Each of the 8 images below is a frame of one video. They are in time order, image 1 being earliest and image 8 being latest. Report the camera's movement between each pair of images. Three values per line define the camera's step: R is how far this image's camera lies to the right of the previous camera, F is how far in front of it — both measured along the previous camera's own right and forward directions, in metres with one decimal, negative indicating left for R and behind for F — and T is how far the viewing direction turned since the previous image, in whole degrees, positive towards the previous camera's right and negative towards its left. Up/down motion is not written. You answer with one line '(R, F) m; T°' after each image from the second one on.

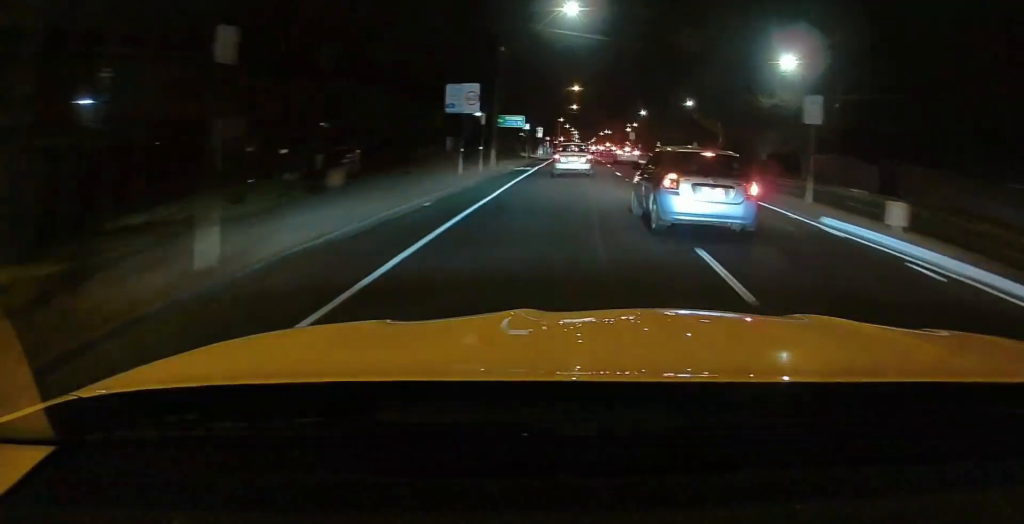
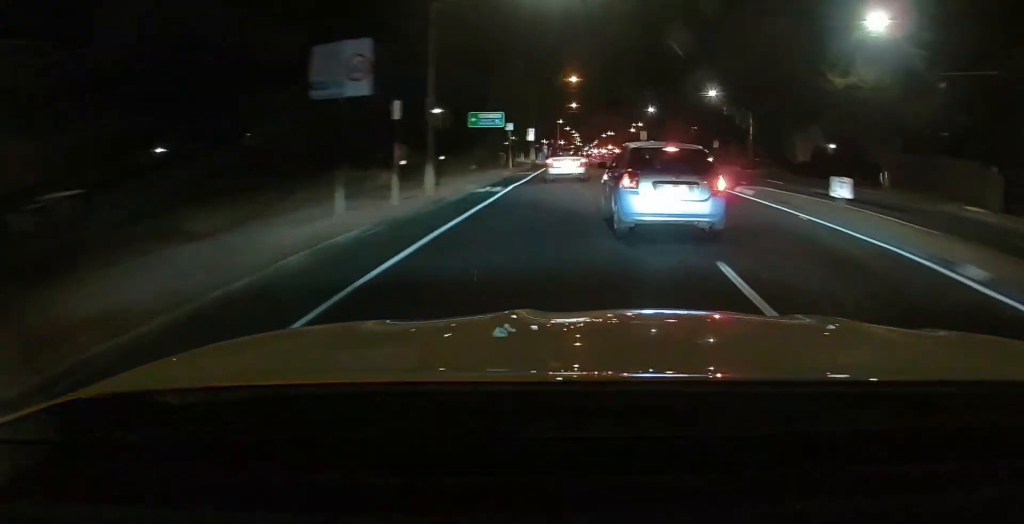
(+0.1, +13.5) m; +1°
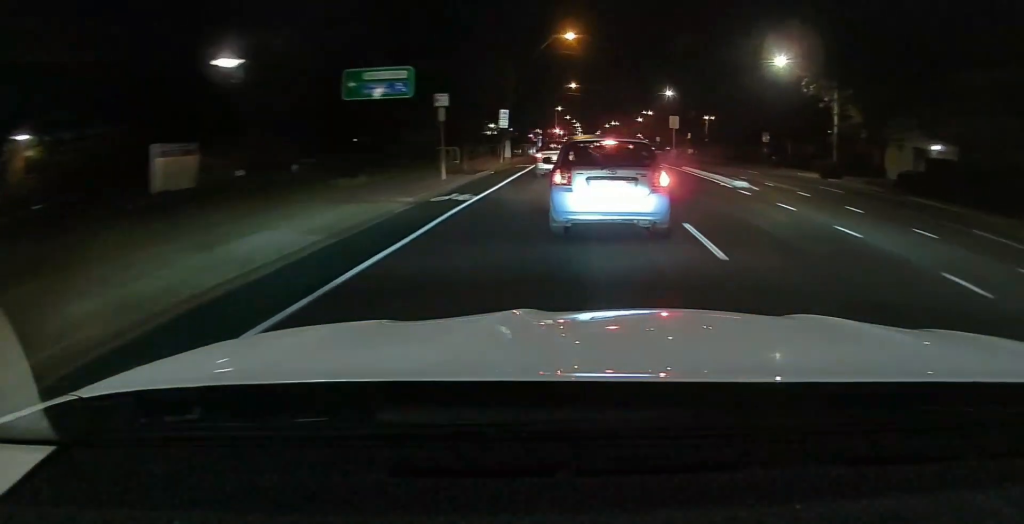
(+0.1, +22.3) m; -2°
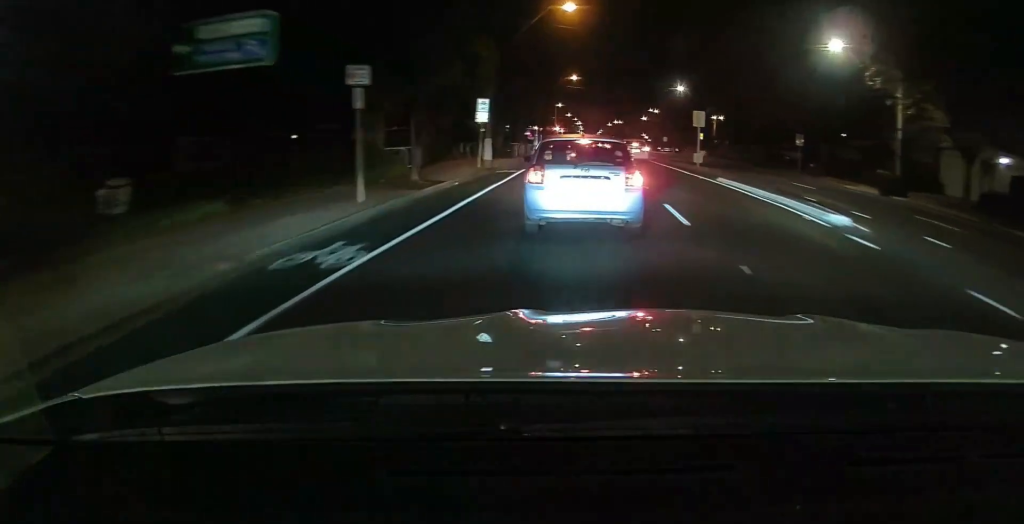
(-0.2, +9.5) m; -1°
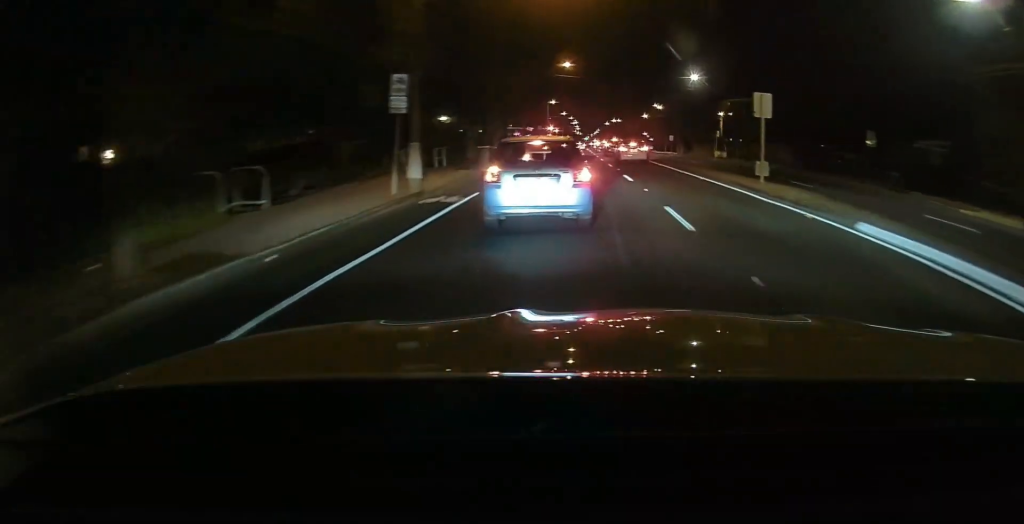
(-0.1, +14.6) m; 0°
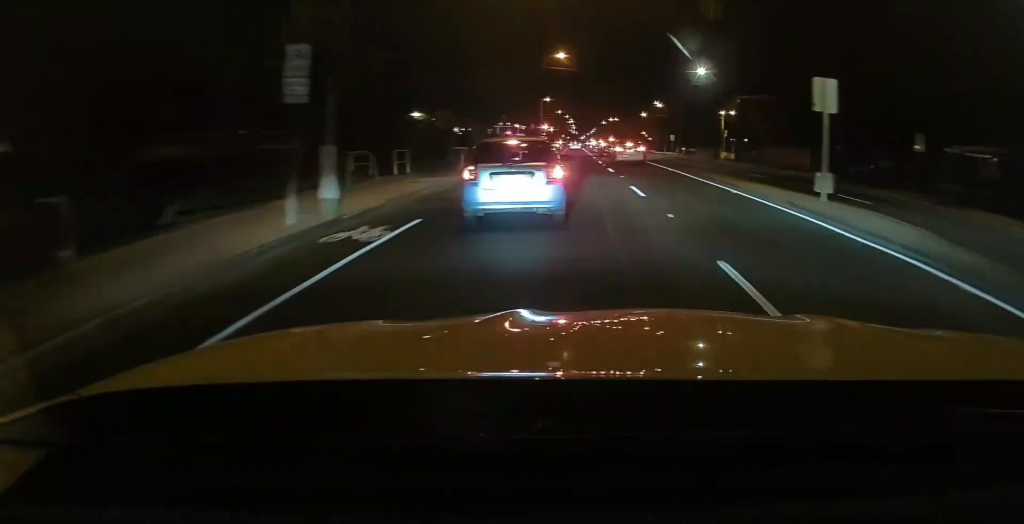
(+0.2, +6.7) m; 0°
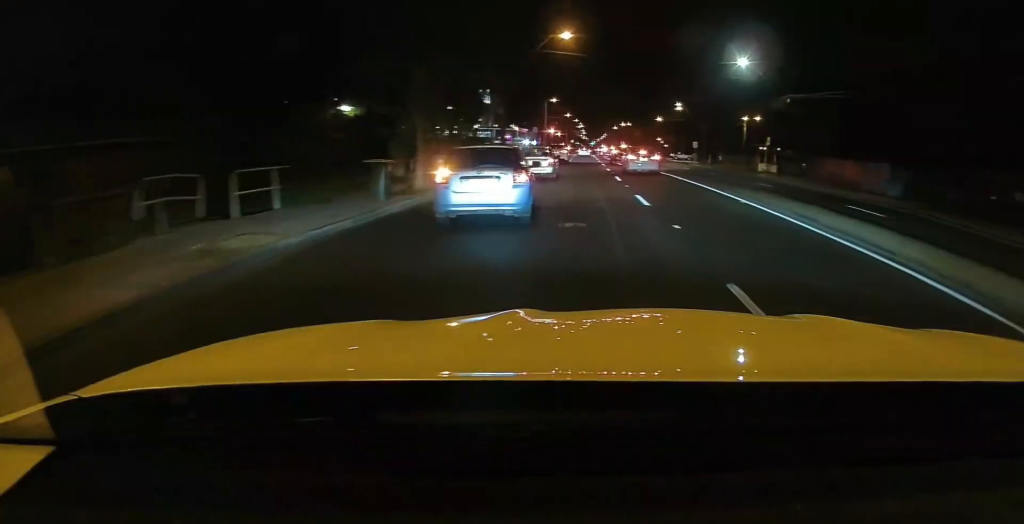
(-0.3, +12.7) m; -1°
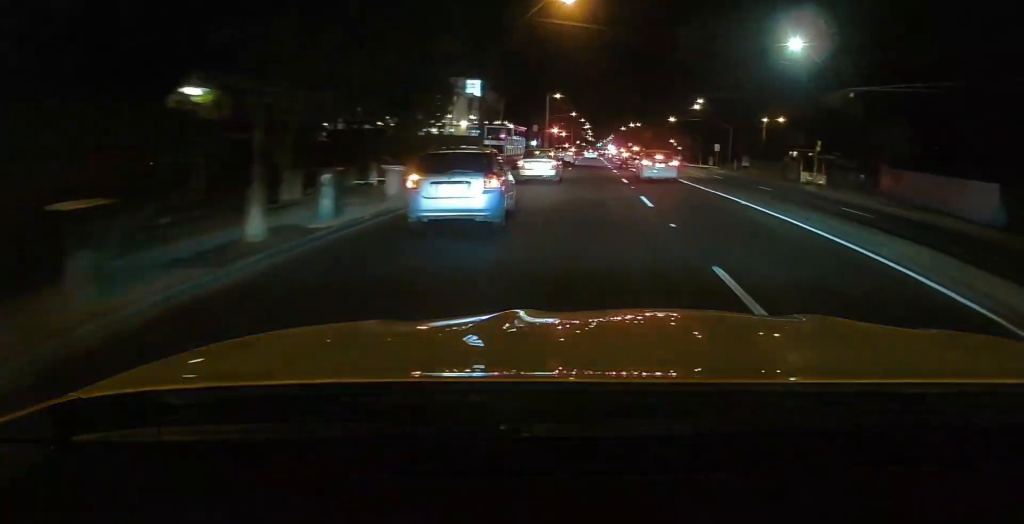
(+0.1, +9.8) m; 0°
